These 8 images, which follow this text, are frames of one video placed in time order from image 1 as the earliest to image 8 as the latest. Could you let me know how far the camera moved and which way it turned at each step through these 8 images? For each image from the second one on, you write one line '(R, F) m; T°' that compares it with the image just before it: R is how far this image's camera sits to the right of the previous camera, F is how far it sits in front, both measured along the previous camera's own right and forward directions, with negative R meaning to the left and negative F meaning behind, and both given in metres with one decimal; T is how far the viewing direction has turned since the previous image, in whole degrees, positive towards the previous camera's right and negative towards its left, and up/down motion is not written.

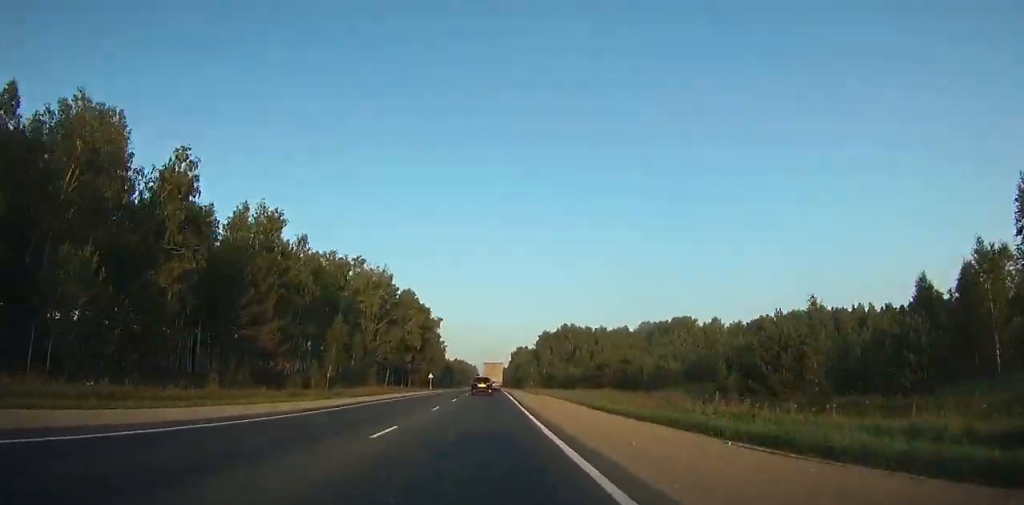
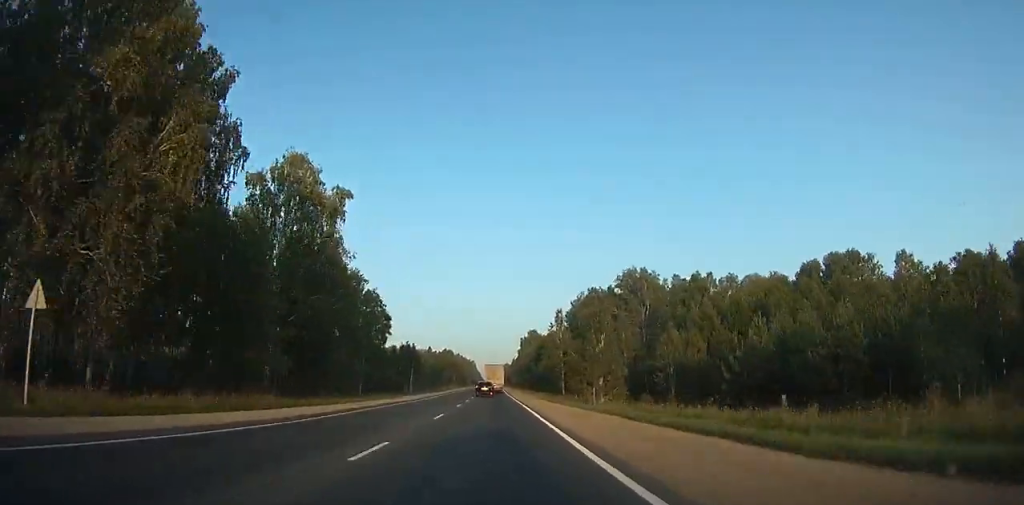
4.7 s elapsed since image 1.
(-4.4, +101.1) m; -3°
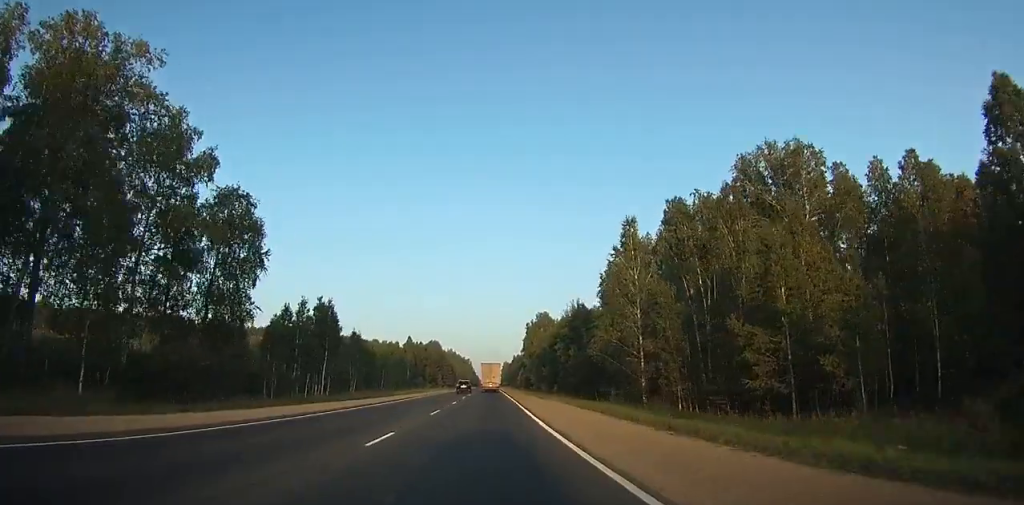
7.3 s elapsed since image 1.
(0.0, +64.8) m; 0°
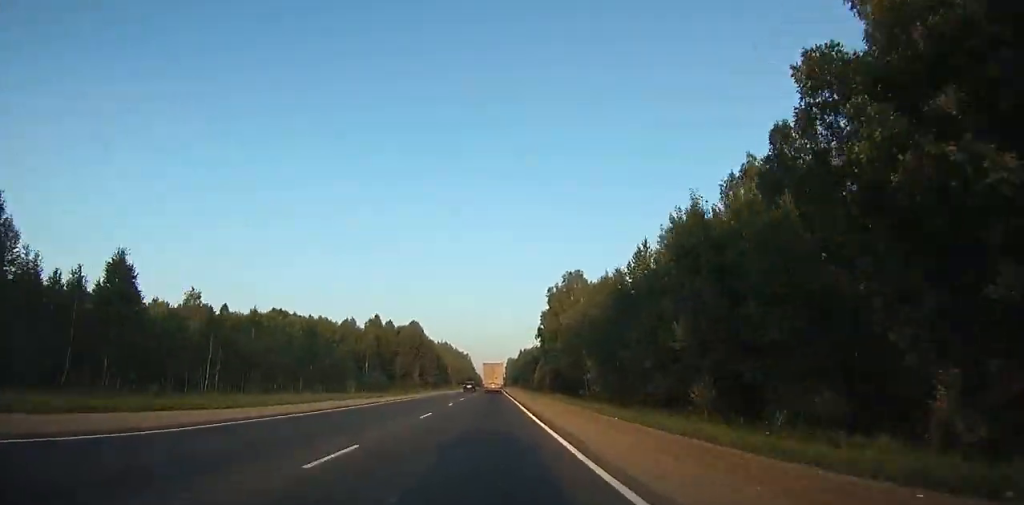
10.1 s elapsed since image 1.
(0.0, +71.4) m; 0°
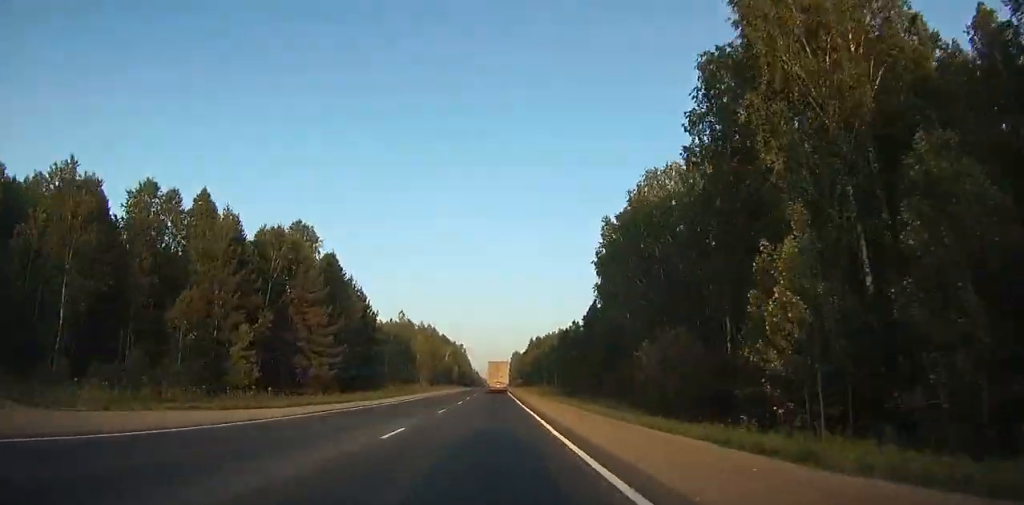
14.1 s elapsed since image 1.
(+0.6, +97.9) m; 0°
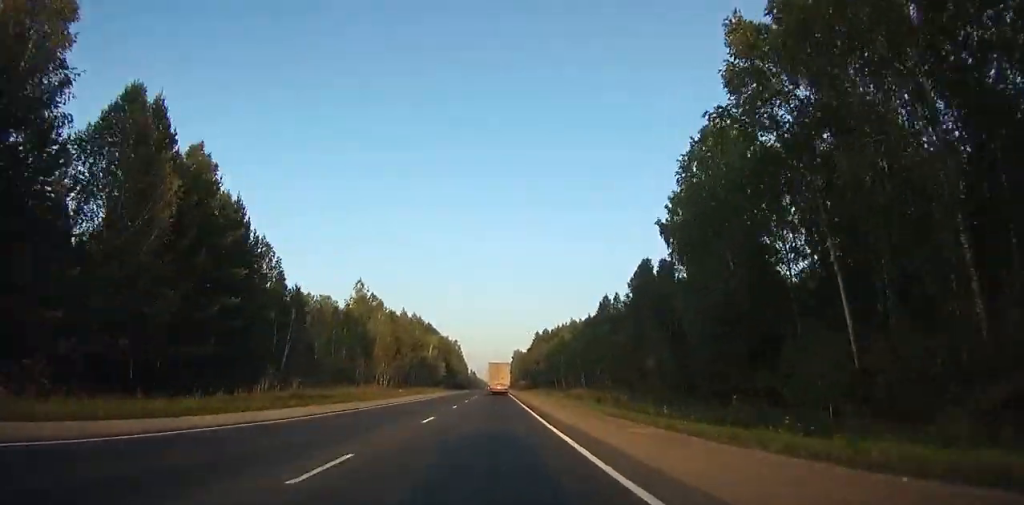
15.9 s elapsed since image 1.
(0.0, +43.0) m; 0°
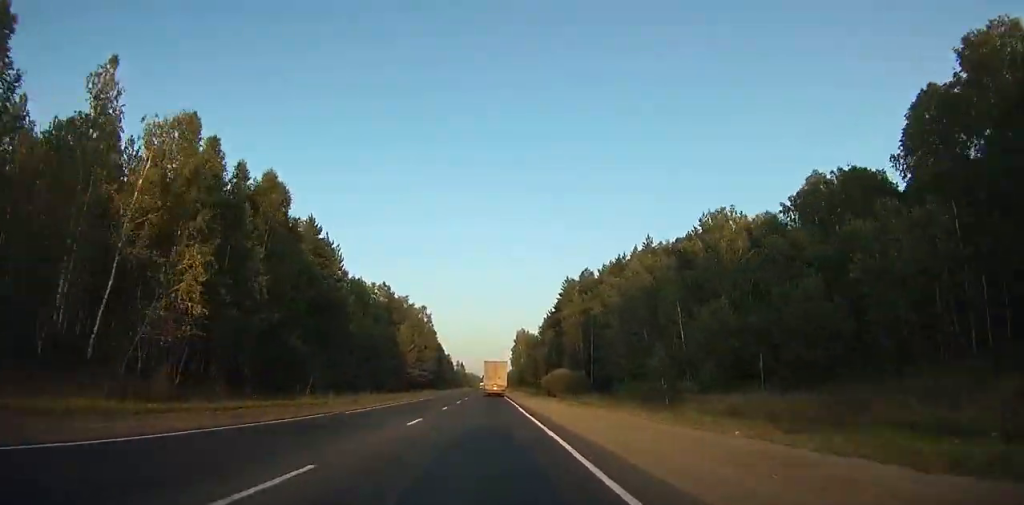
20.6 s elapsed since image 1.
(+2.9, +109.8) m; +1°
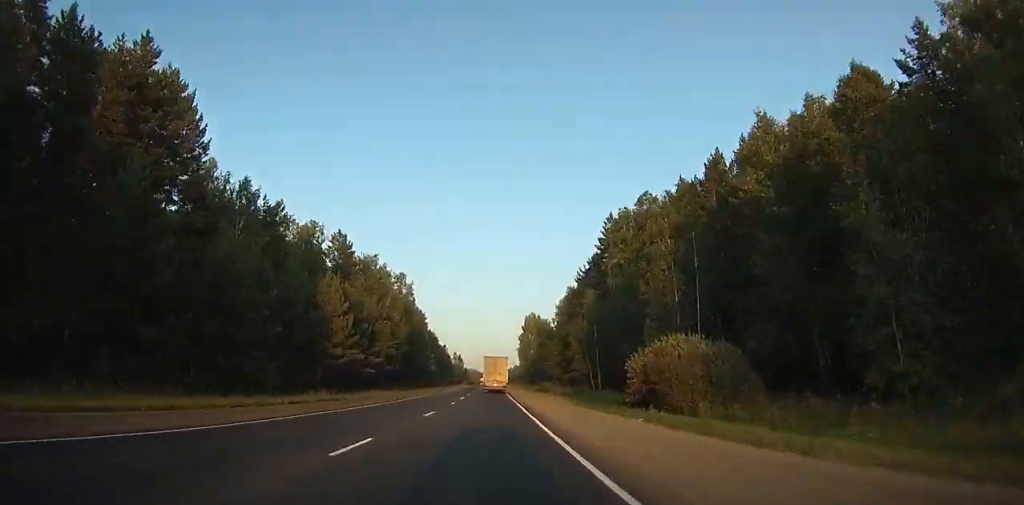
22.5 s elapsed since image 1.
(+0.3, +44.2) m; -1°
